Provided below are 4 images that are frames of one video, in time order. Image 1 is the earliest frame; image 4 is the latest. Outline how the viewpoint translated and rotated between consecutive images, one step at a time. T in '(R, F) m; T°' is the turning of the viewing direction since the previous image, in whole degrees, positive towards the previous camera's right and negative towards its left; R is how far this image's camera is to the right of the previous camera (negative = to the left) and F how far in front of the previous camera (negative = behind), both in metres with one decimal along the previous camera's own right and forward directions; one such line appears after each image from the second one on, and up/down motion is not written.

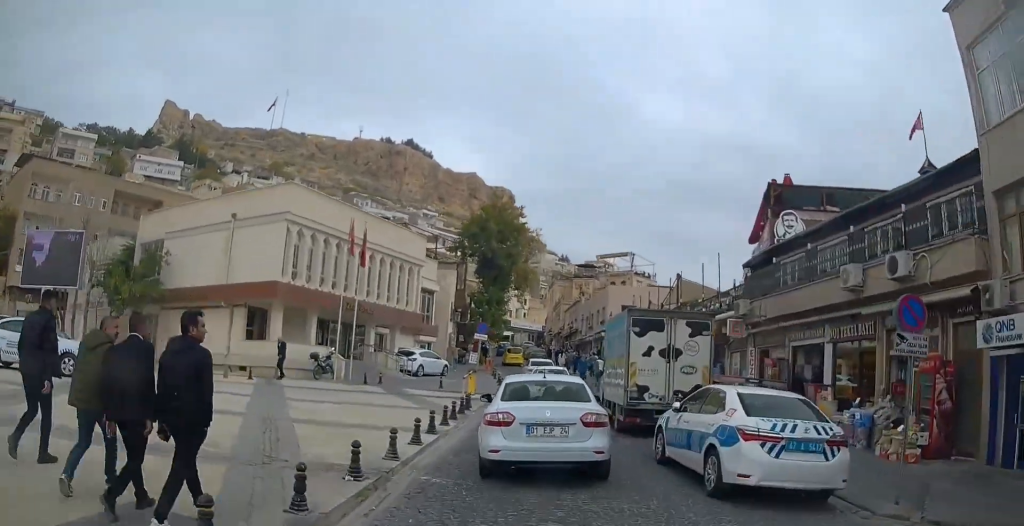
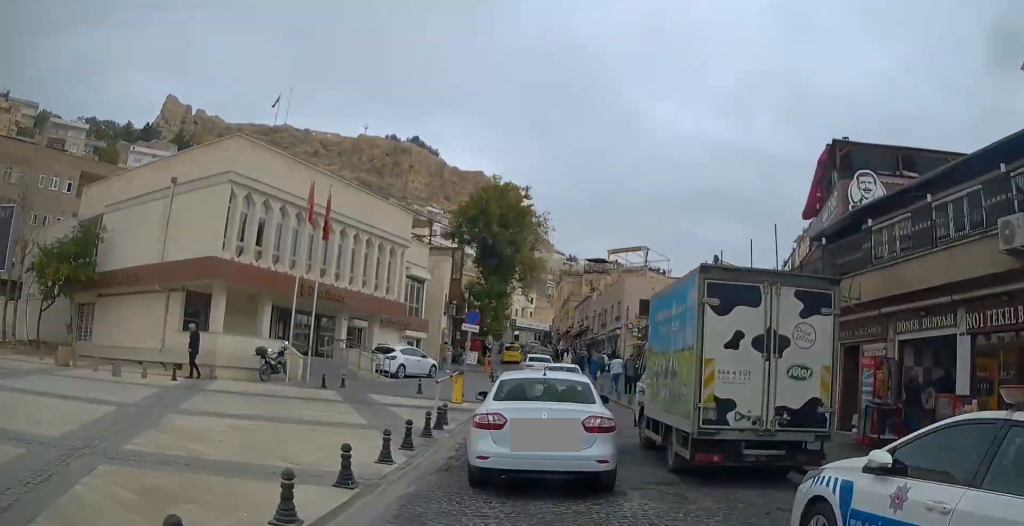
(+0.2, +5.9) m; 0°
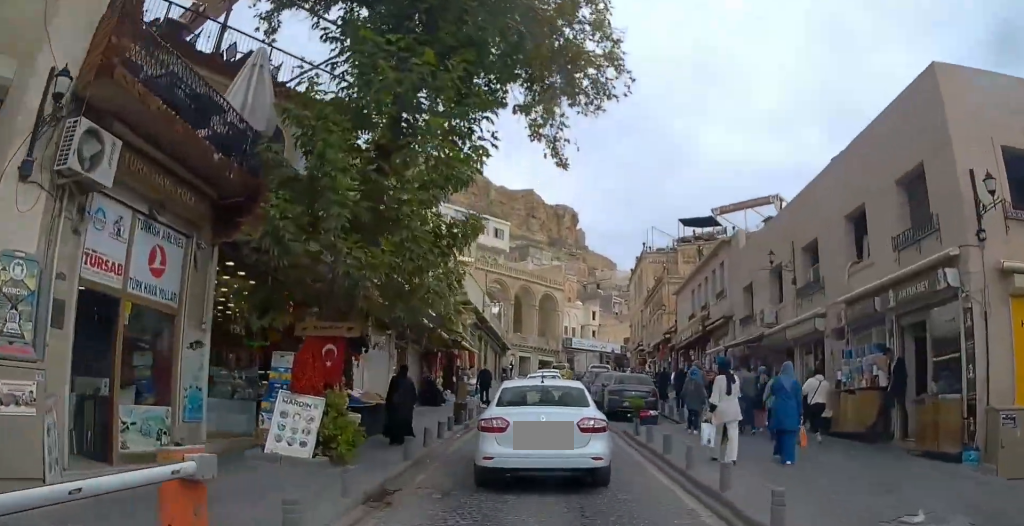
(-9.7, +40.0) m; -15°
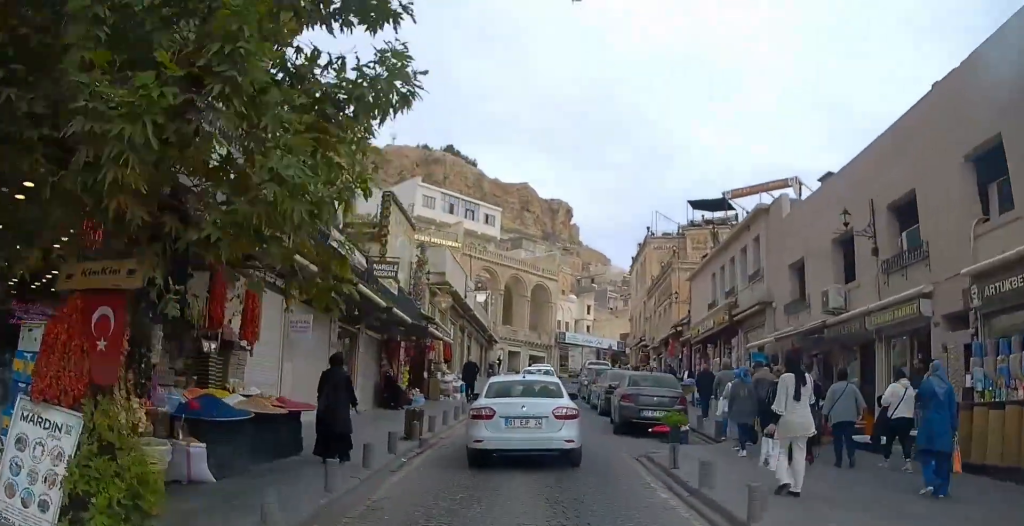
(+0.4, +6.7) m; +1°
